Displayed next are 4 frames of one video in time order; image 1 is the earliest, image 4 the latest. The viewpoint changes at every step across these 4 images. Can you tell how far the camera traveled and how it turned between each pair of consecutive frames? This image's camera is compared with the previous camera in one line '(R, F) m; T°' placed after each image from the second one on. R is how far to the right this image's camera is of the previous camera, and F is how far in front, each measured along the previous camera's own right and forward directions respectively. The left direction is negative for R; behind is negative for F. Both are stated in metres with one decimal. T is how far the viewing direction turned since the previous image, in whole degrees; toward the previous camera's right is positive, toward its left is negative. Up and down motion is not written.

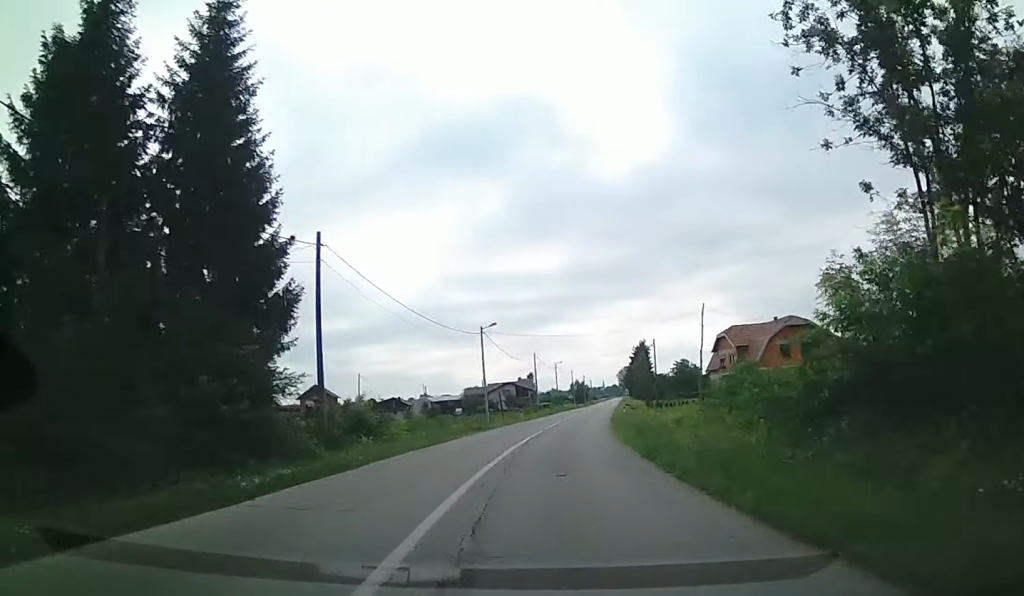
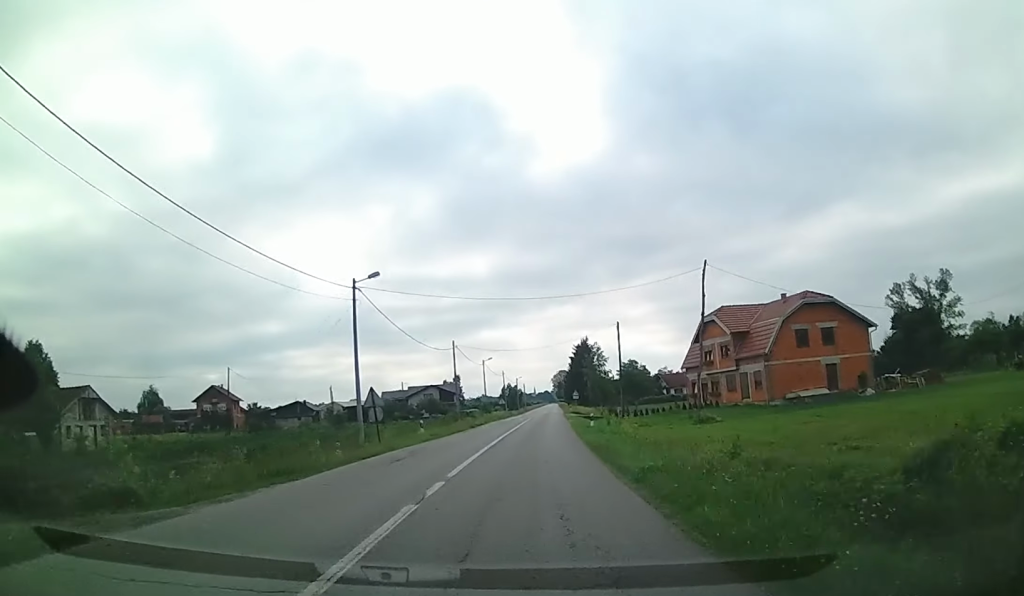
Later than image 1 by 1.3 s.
(+4.8, +20.5) m; +19°
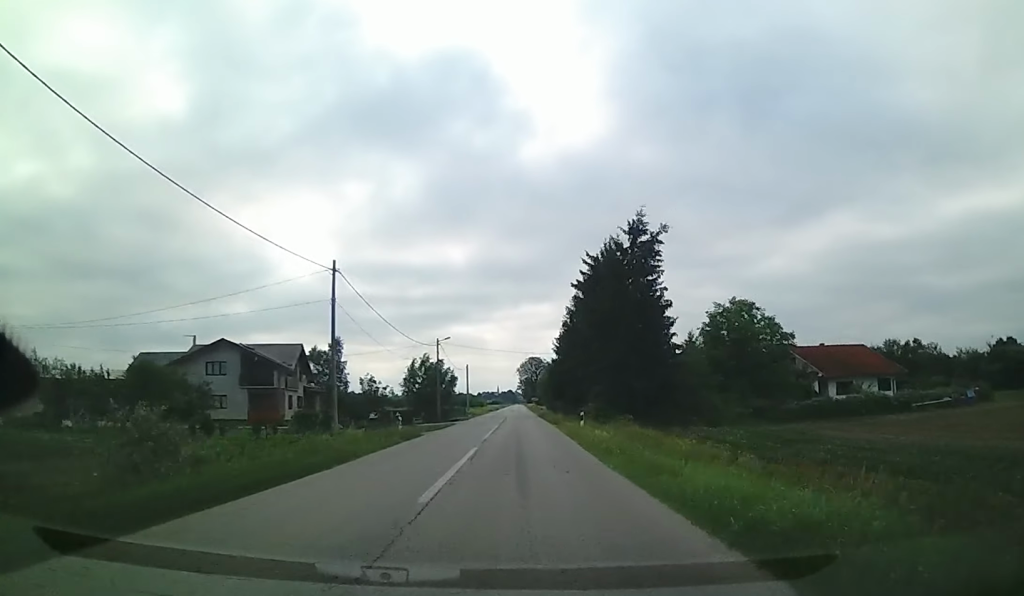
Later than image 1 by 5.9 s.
(-5.8, +88.6) m; -5°
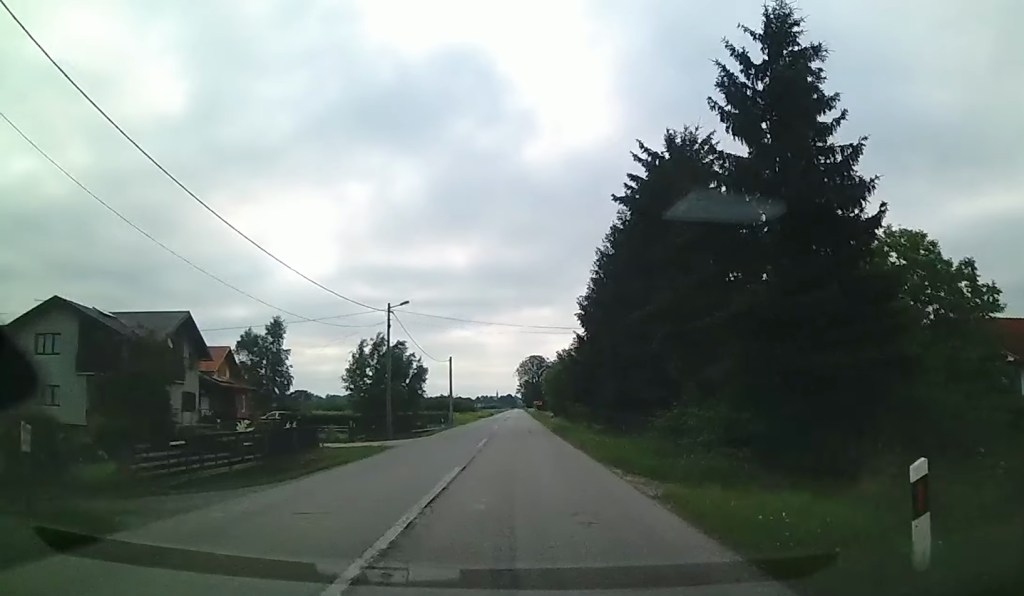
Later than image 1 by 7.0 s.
(+0.4, +24.7) m; 0°
